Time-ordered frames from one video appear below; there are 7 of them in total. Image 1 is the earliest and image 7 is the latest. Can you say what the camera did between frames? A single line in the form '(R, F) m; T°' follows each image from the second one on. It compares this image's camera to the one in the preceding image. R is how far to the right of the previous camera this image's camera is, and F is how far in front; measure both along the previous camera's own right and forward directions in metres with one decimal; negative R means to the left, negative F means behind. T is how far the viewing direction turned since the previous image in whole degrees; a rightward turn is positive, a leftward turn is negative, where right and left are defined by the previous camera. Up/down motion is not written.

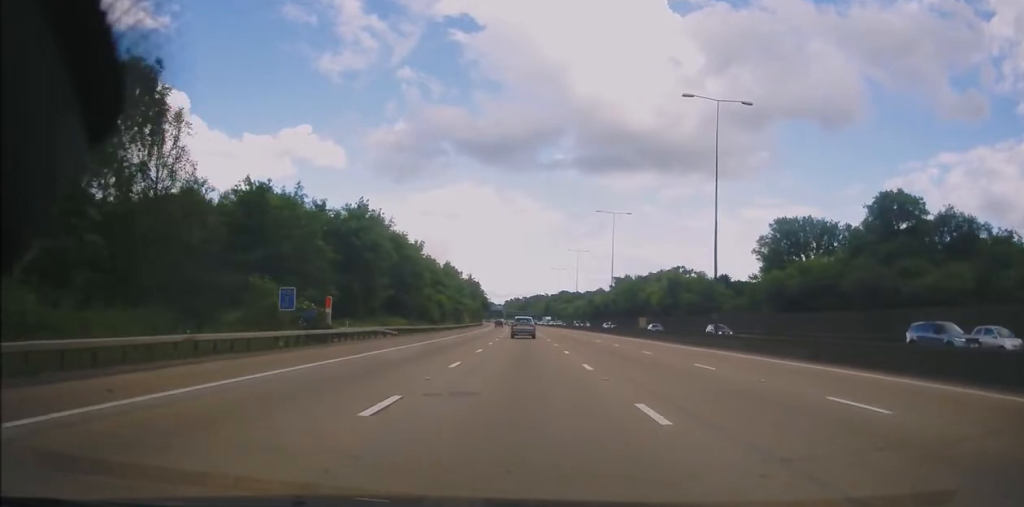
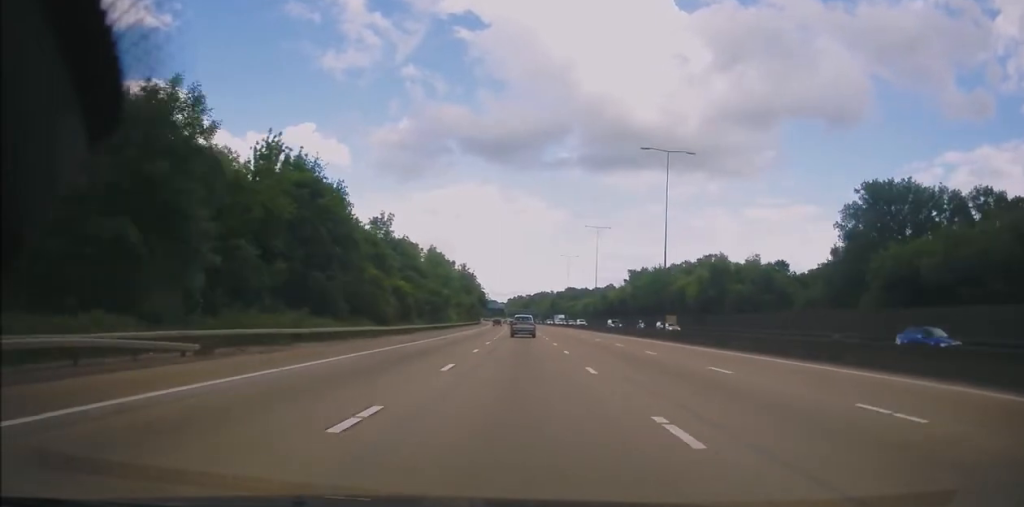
(-0.2, +27.6) m; 0°
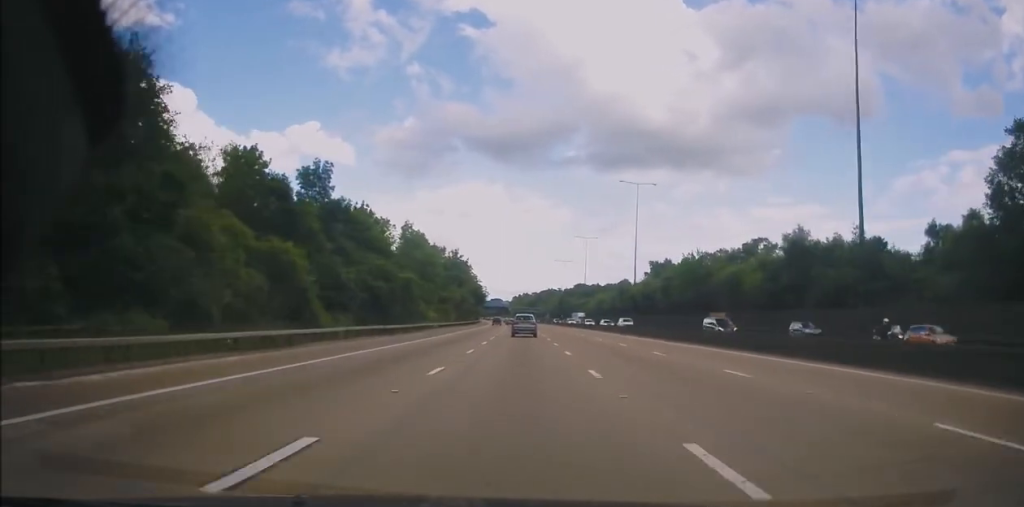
(0.0, +28.5) m; 0°
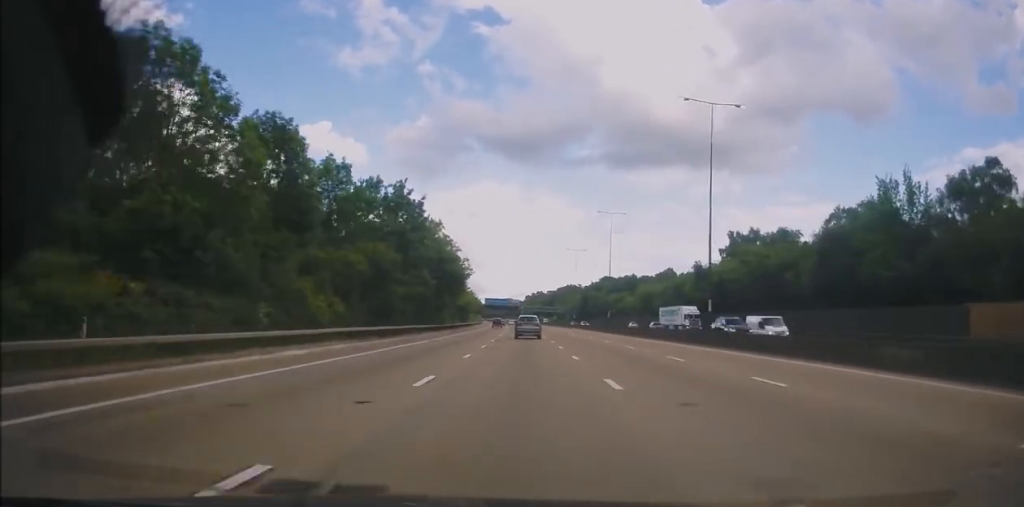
(-0.7, +64.1) m; -2°
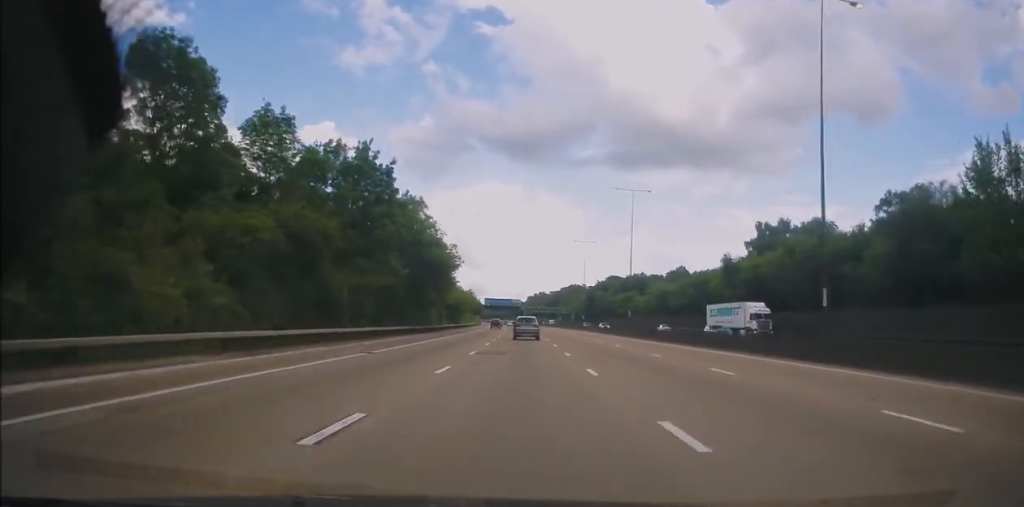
(-0.1, +14.4) m; 0°
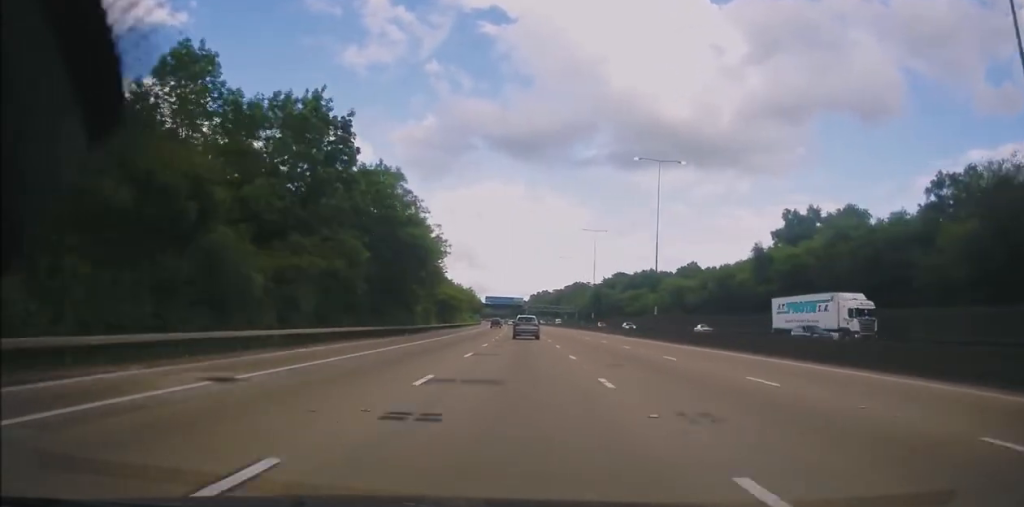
(-0.2, +11.5) m; 0°
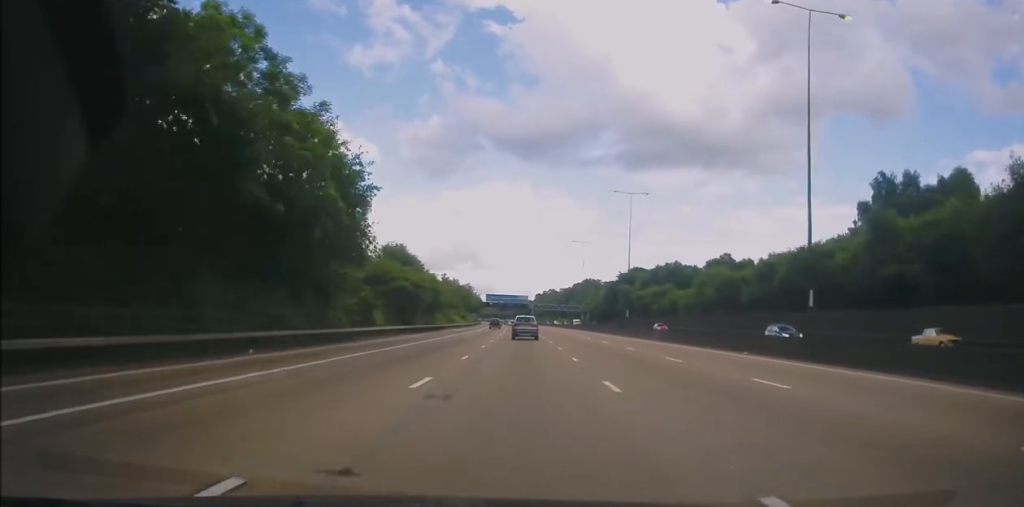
(+0.2, +27.8) m; 0°
